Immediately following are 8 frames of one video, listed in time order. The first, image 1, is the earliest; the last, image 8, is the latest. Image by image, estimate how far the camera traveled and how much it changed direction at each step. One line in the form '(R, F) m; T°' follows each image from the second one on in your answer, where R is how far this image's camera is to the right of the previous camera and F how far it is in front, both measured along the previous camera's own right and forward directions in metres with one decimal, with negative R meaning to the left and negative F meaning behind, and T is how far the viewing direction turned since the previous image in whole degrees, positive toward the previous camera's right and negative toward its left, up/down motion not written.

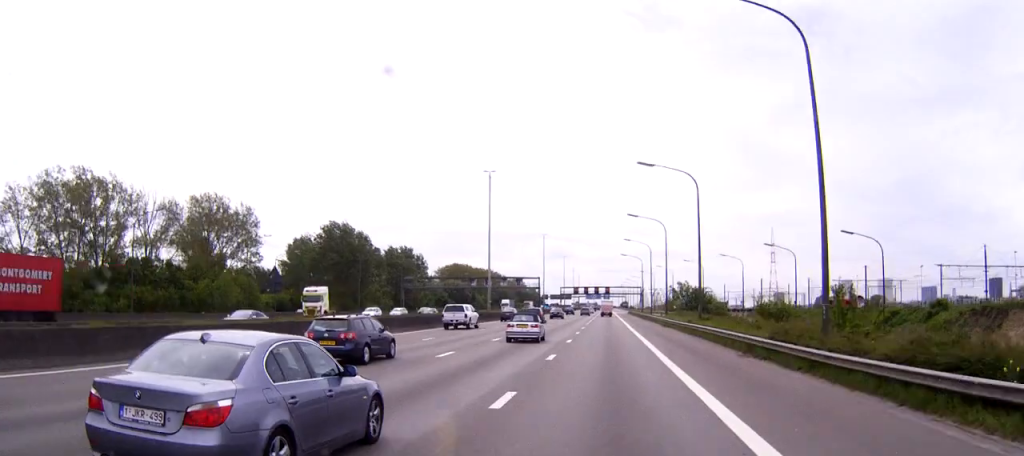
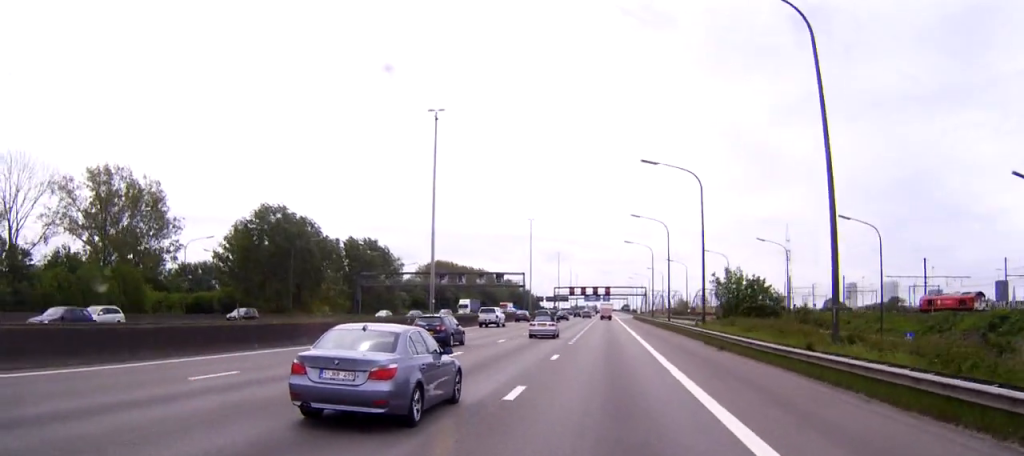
(0.0, +35.4) m; 0°
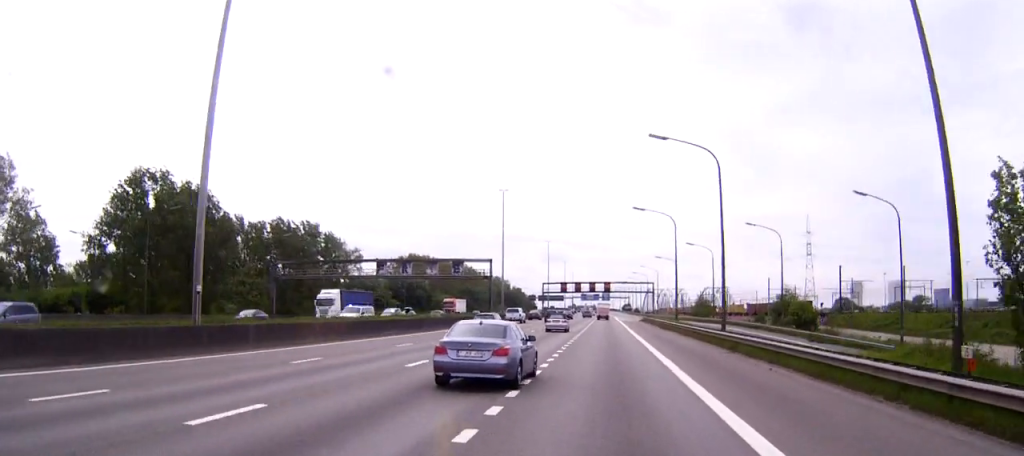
(0.0, +43.4) m; 0°
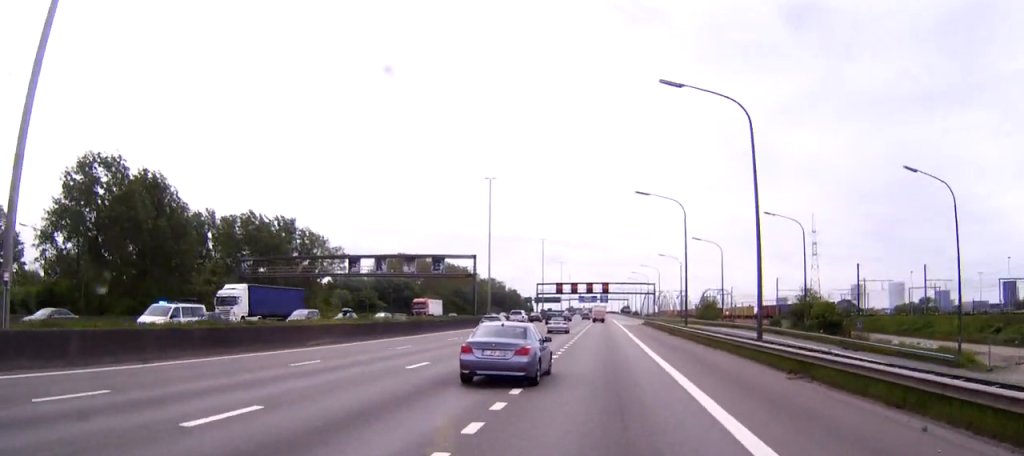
(0.0, +12.2) m; 0°
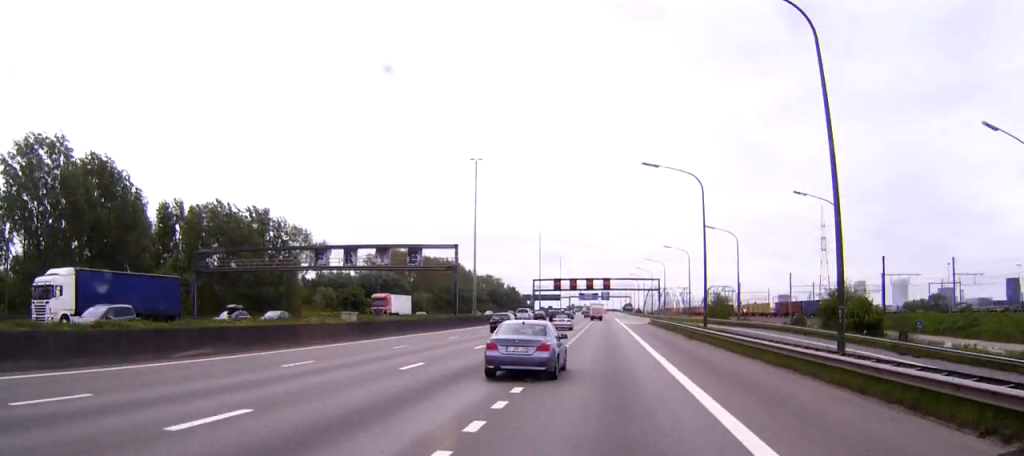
(0.0, +12.8) m; 0°
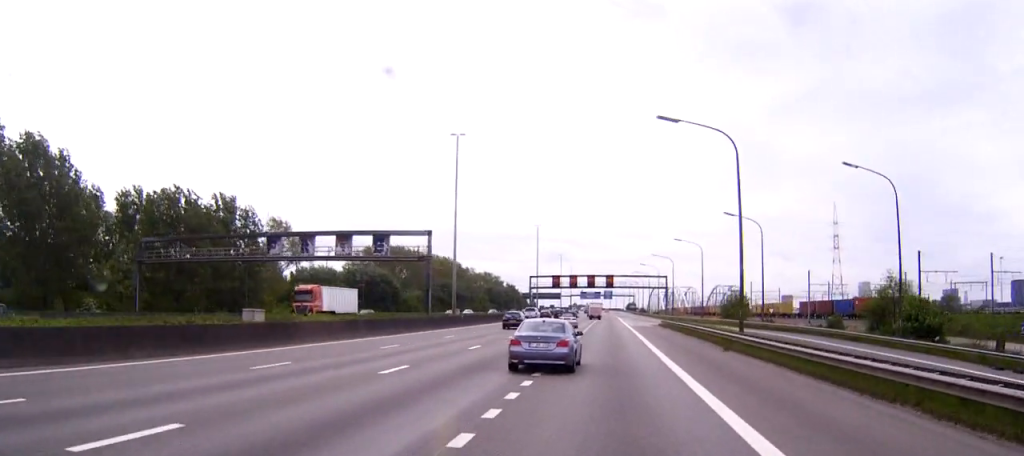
(0.0, +14.4) m; 0°
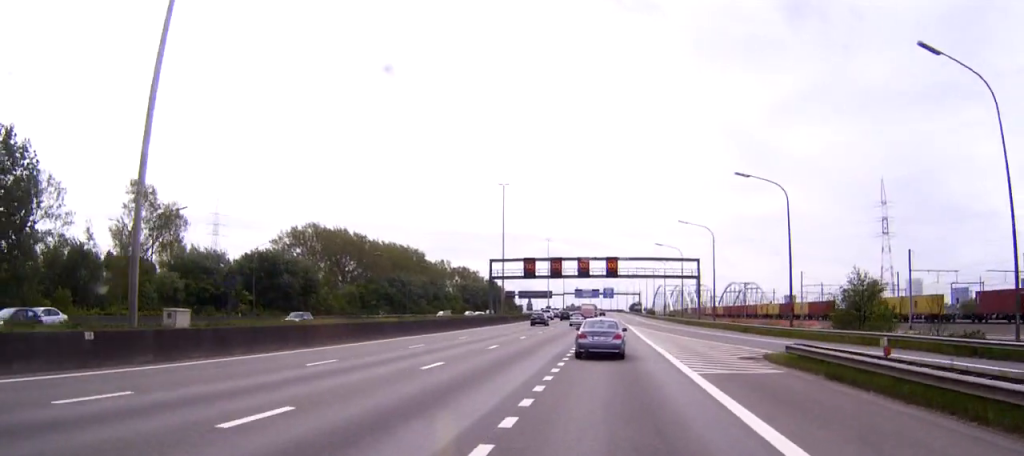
(0.0, +57.1) m; 0°
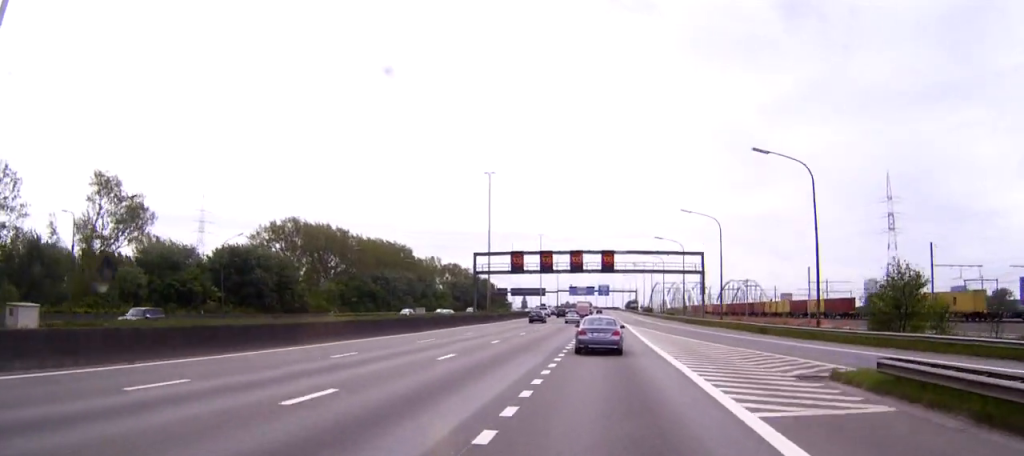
(0.0, +9.4) m; 0°
